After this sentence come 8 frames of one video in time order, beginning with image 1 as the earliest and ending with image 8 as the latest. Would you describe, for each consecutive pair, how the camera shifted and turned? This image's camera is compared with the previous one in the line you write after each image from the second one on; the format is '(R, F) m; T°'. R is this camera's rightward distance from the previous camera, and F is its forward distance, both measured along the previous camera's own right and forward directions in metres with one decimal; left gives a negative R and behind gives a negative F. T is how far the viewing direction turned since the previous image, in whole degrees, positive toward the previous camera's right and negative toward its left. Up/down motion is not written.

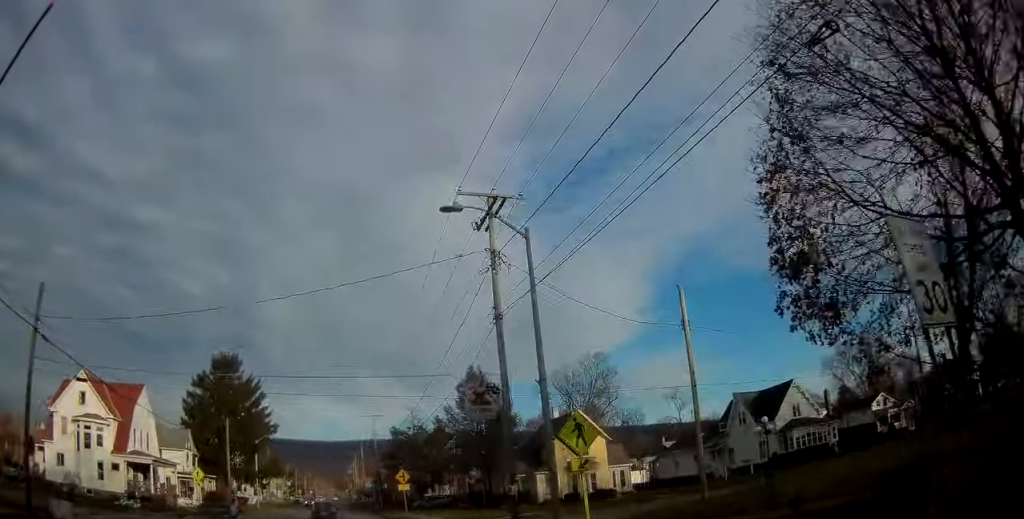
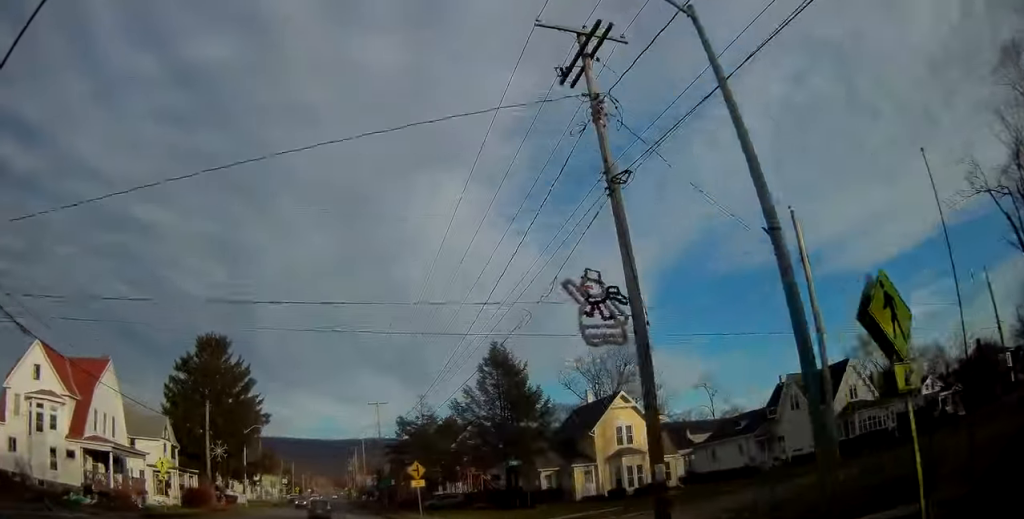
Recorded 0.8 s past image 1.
(+0.6, +8.5) m; +1°
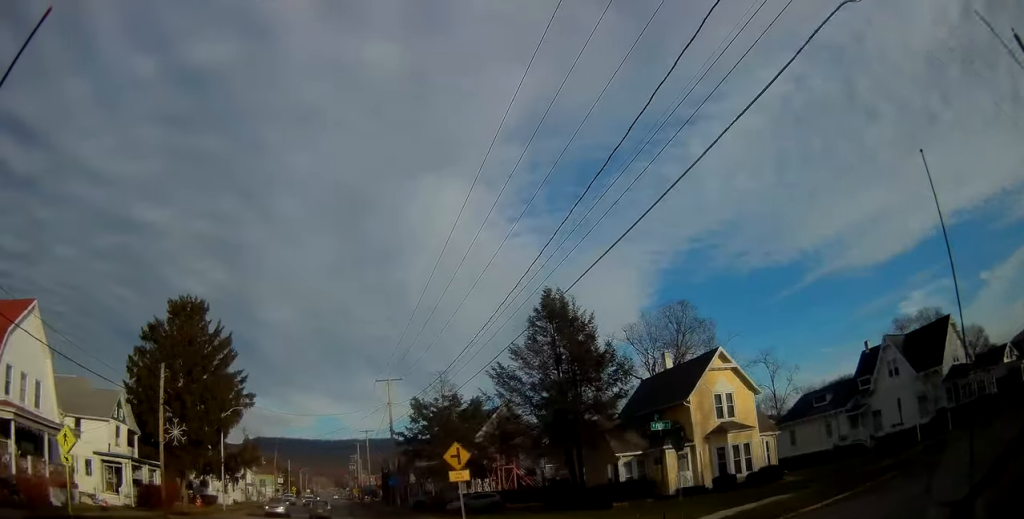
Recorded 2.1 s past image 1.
(-0.6, +12.9) m; -3°
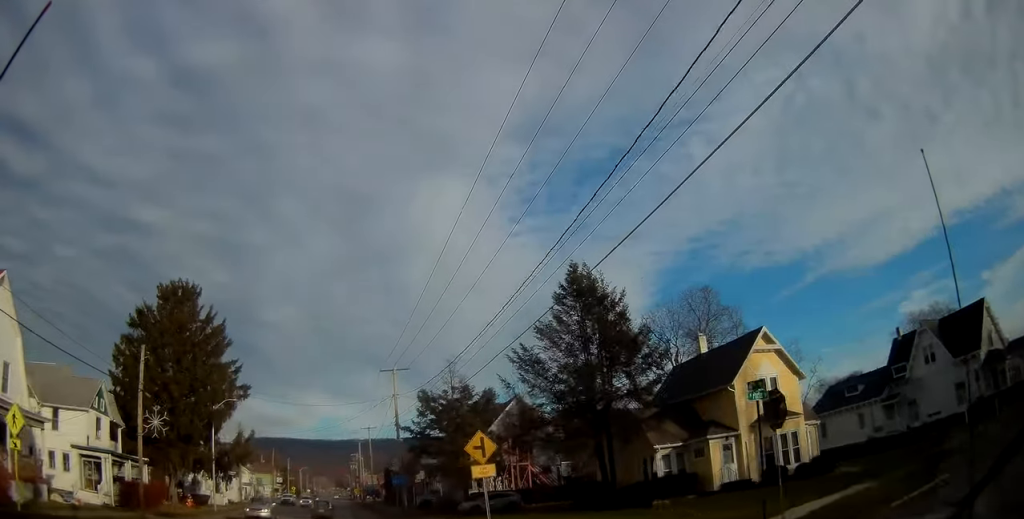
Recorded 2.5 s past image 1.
(0.0, +4.1) m; -1°
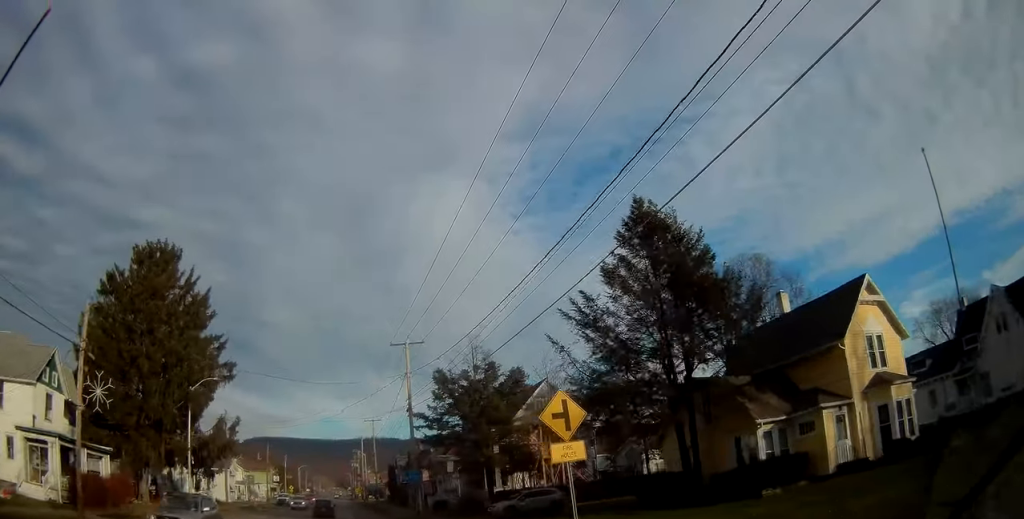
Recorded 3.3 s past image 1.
(-0.1, +7.9) m; 0°
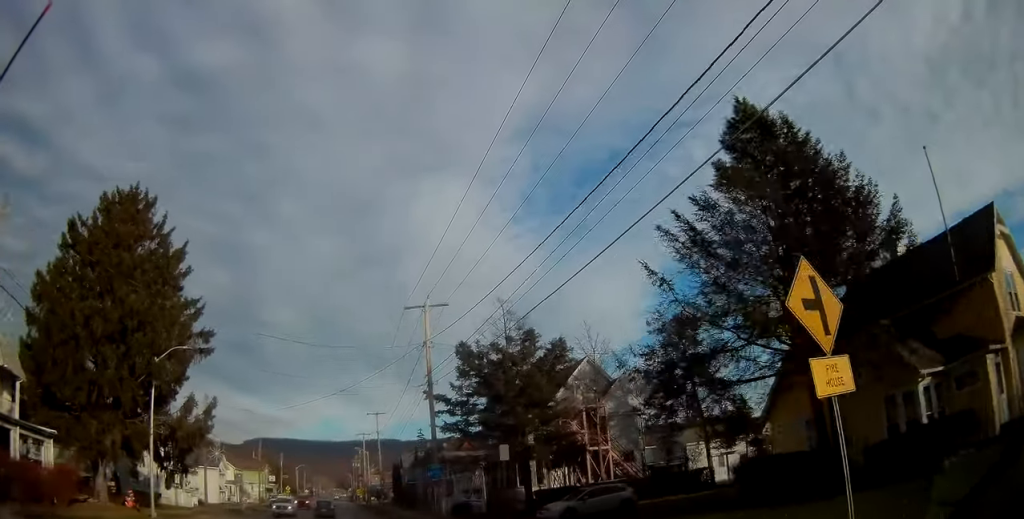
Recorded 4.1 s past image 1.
(0.0, +8.4) m; +1°
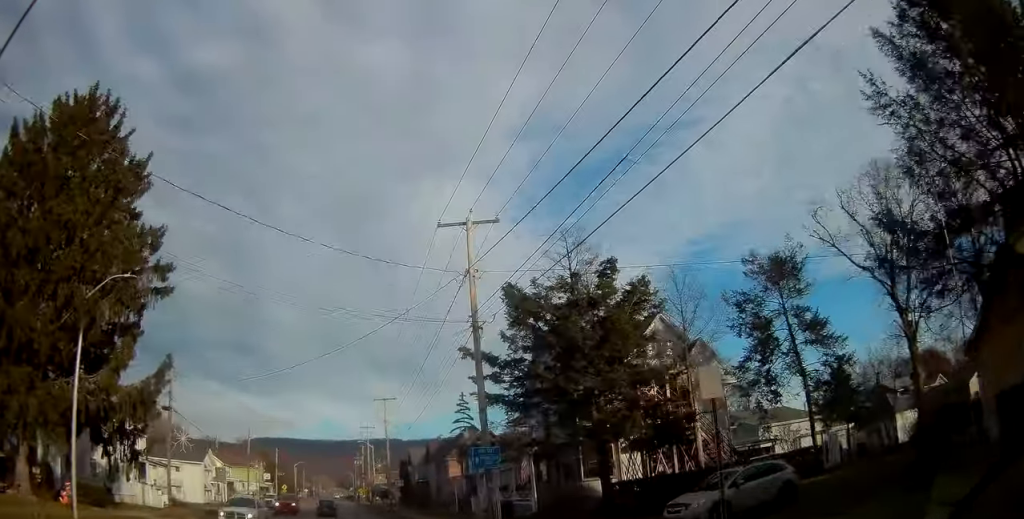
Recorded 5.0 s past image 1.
(+0.3, +10.1) m; +1°
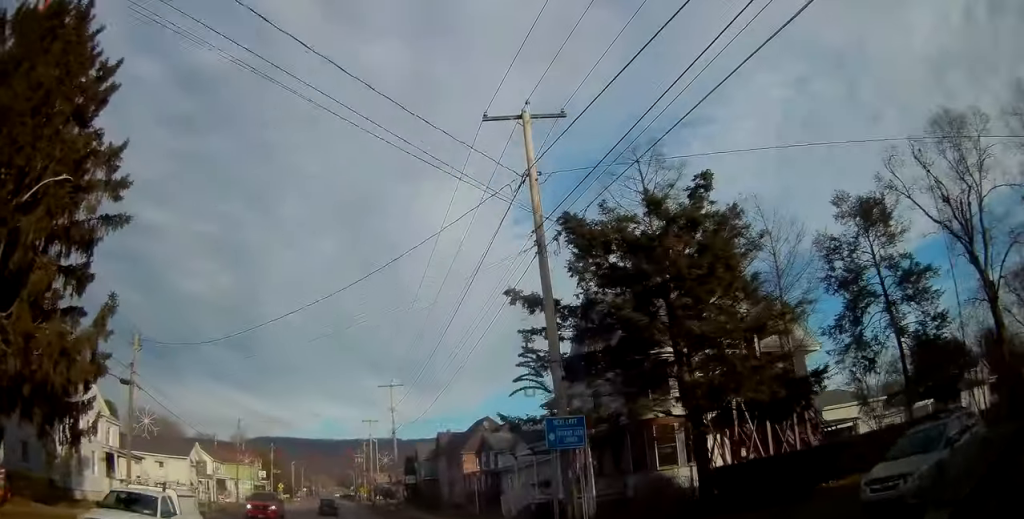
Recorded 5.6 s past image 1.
(0.0, +7.0) m; -1°
